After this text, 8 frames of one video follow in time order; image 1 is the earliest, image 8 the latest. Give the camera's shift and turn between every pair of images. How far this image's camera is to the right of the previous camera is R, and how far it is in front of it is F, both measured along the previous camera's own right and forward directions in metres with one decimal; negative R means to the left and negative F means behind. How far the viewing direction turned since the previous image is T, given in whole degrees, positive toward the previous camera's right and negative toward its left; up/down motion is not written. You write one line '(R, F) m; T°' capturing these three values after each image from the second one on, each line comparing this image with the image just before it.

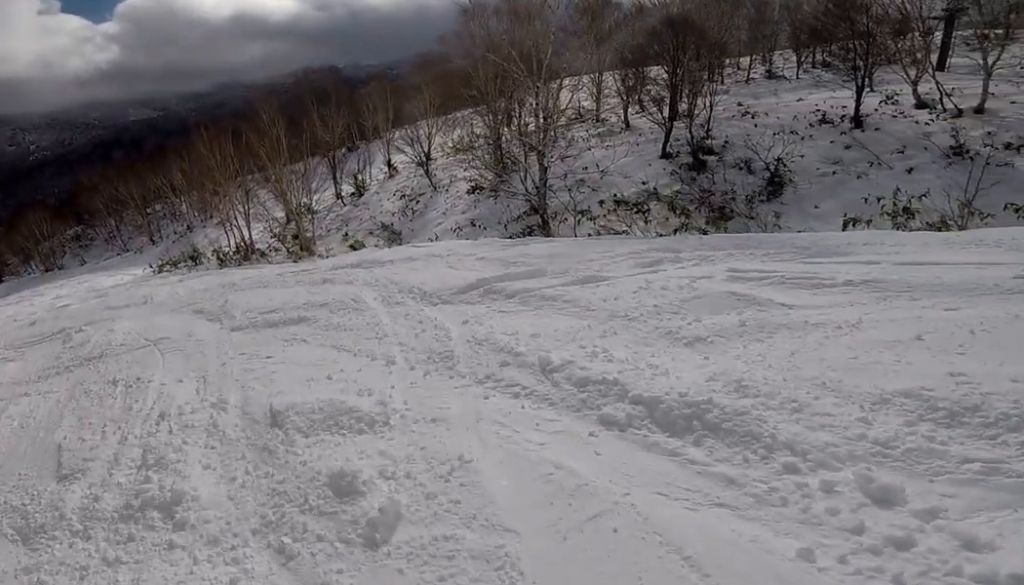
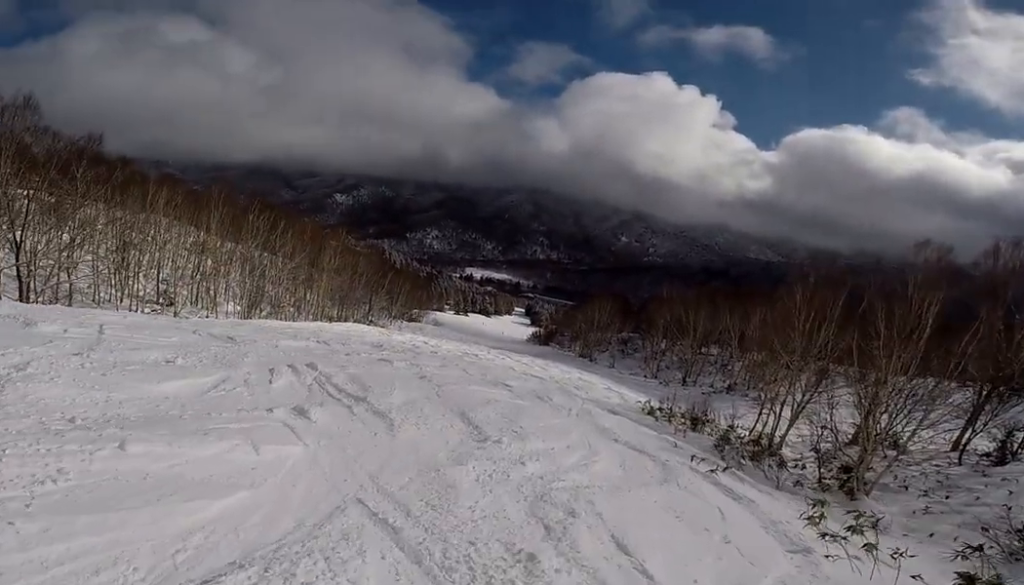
(-1.1, +7.6) m; -35°
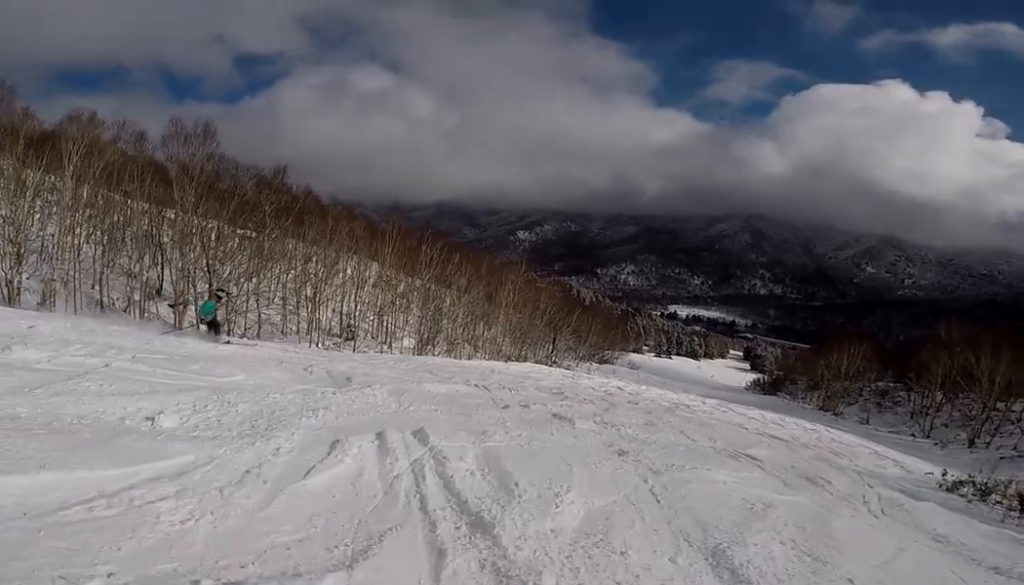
(-1.0, +3.4) m; -22°
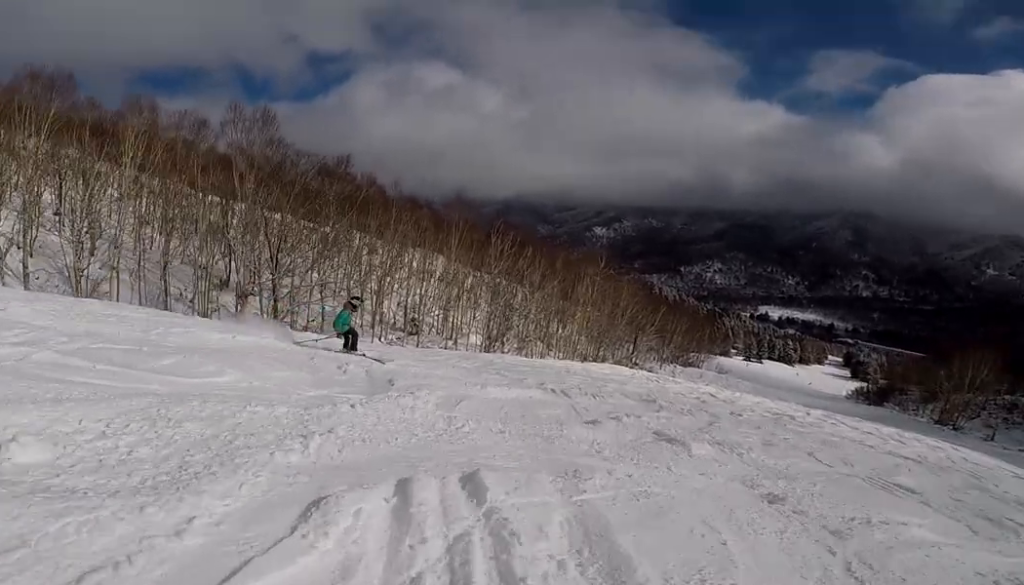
(+0.1, +1.8) m; -8°
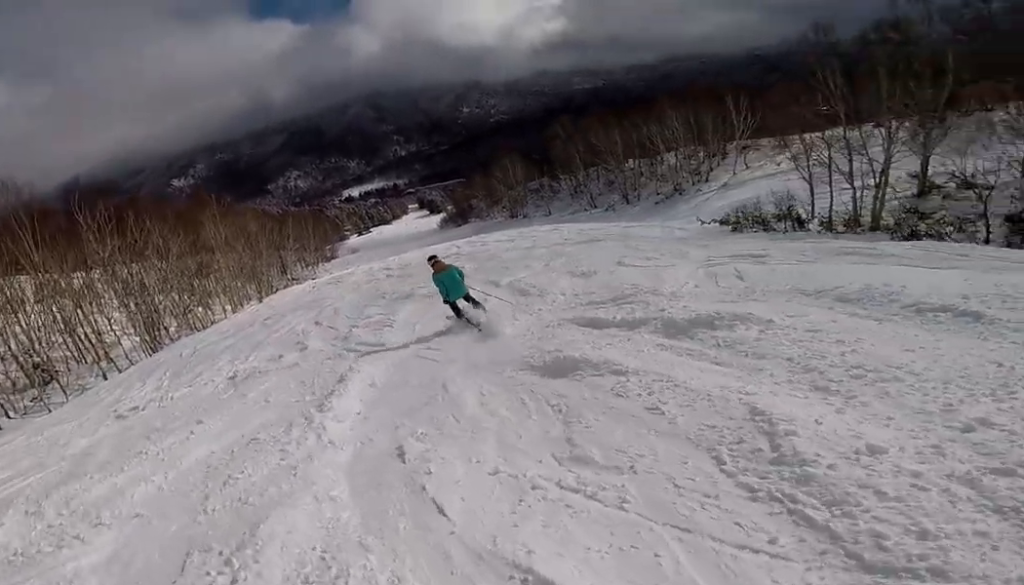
(-0.8, +5.7) m; +21°
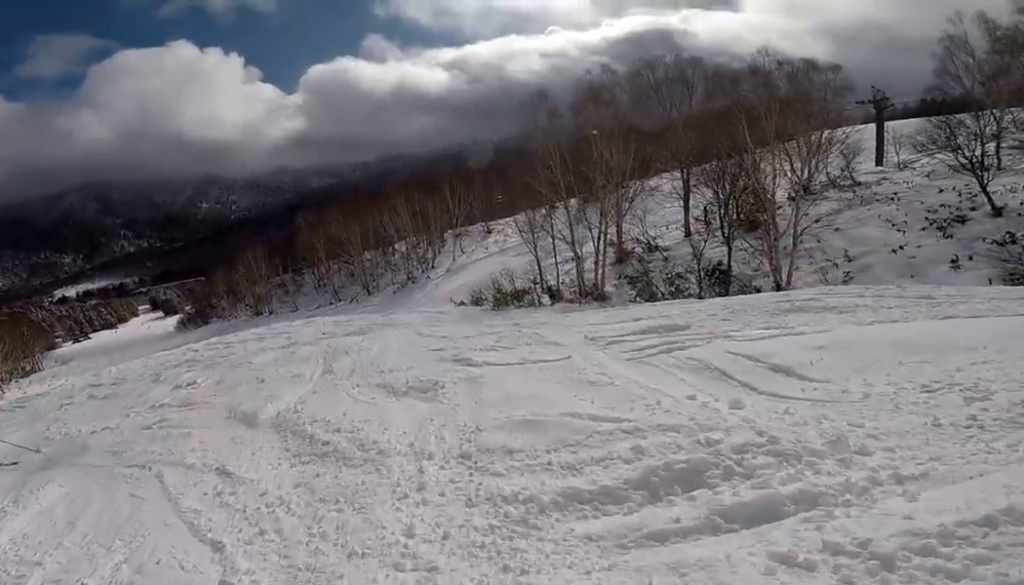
(+3.6, +4.6) m; +36°
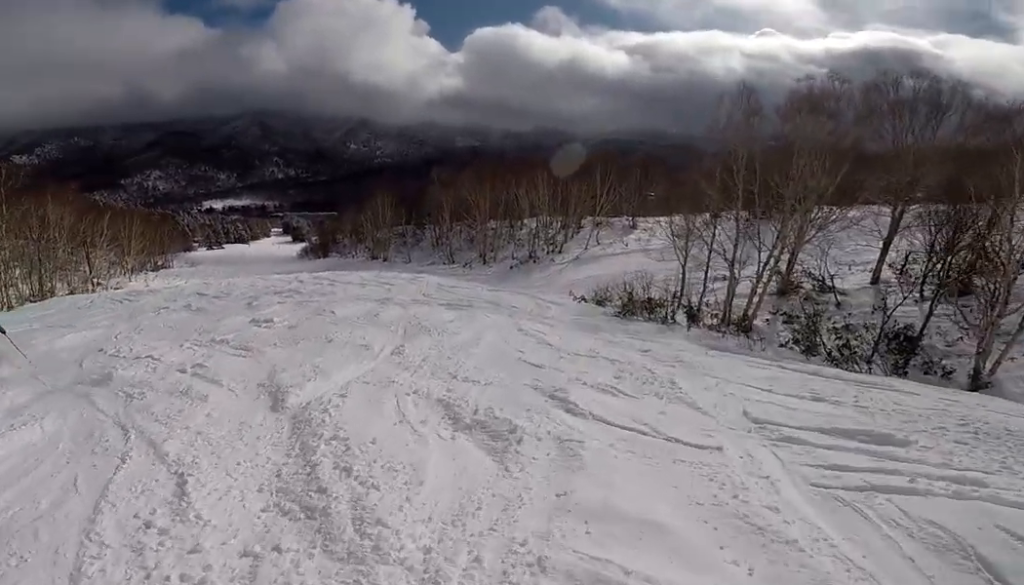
(+0.2, +1.7) m; -2°
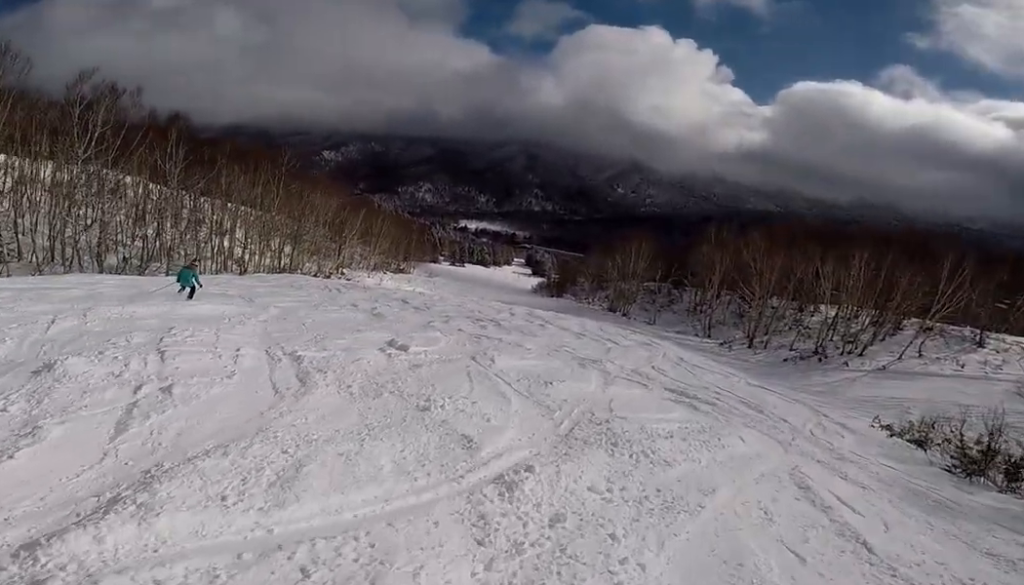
(-0.6, +4.0) m; -18°
